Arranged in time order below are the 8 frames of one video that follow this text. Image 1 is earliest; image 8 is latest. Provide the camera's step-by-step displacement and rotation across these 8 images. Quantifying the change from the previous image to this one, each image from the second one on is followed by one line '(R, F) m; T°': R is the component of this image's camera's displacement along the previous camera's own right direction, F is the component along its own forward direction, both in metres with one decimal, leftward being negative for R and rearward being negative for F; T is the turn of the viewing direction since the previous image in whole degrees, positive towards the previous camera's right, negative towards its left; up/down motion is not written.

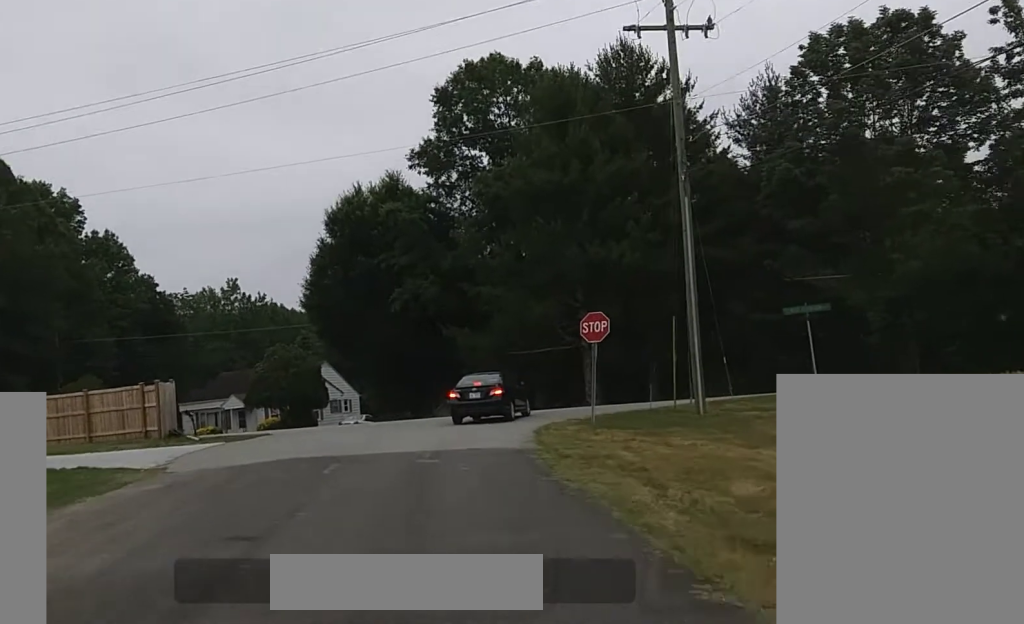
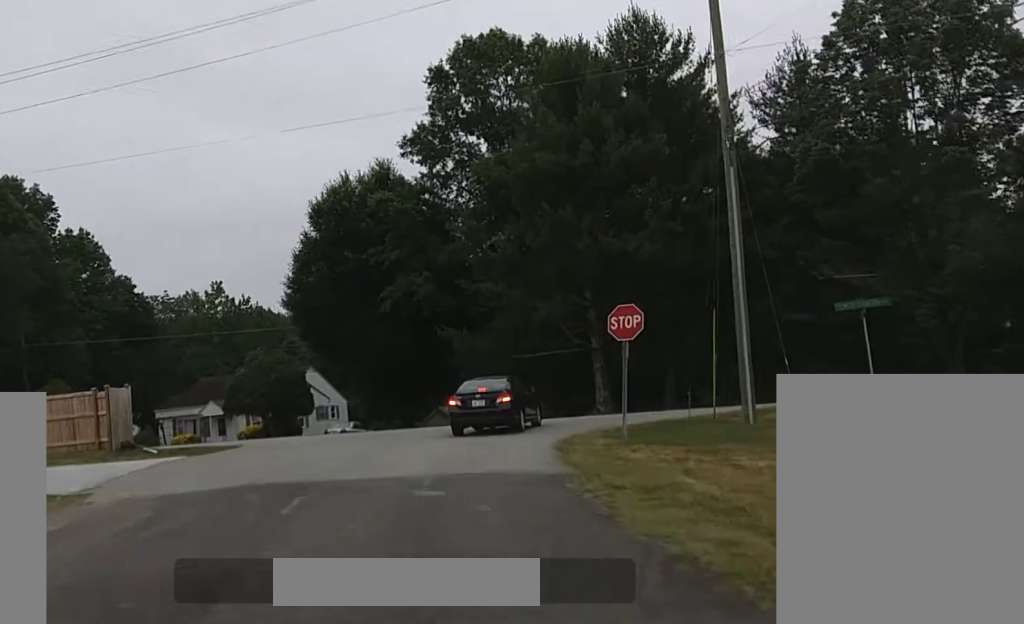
(+0.2, +3.8) m; +4°
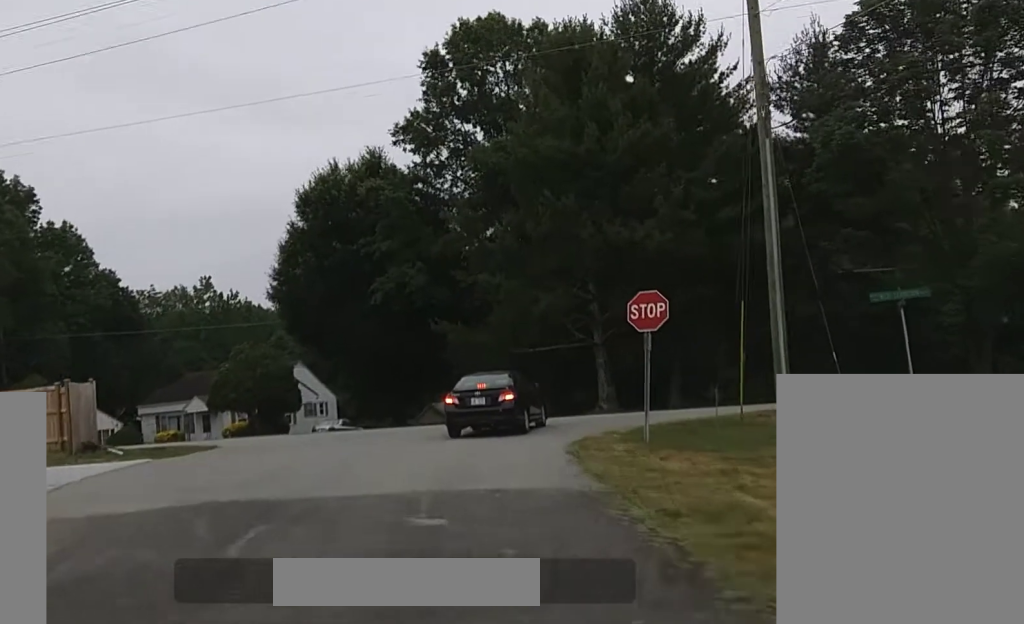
(0.0, +2.5) m; 0°
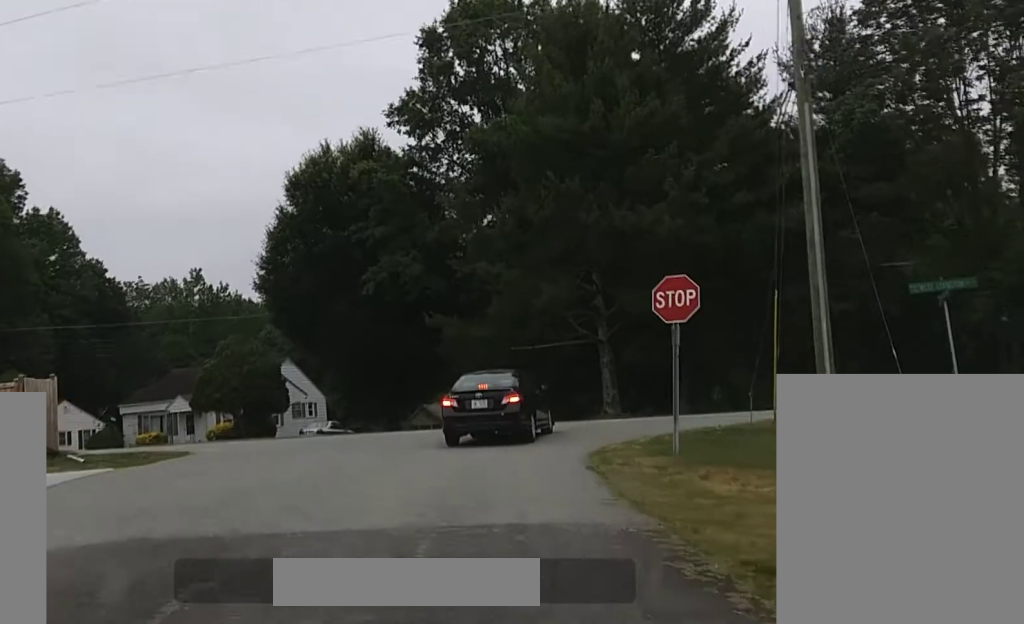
(0.0, +2.1) m; 0°
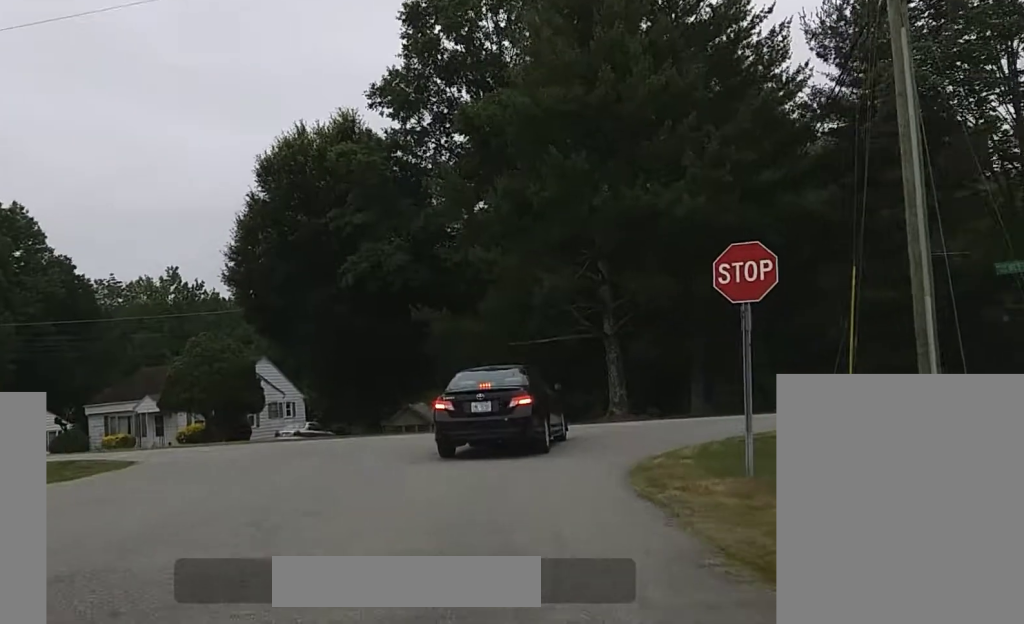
(0.0, +3.3) m; 0°
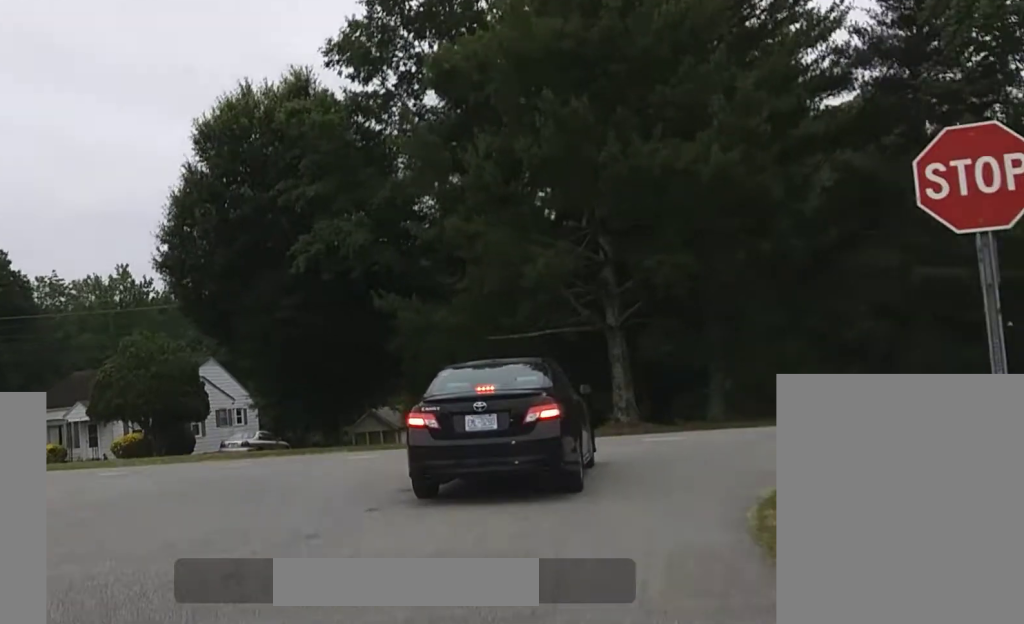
(0.0, +5.6) m; 0°
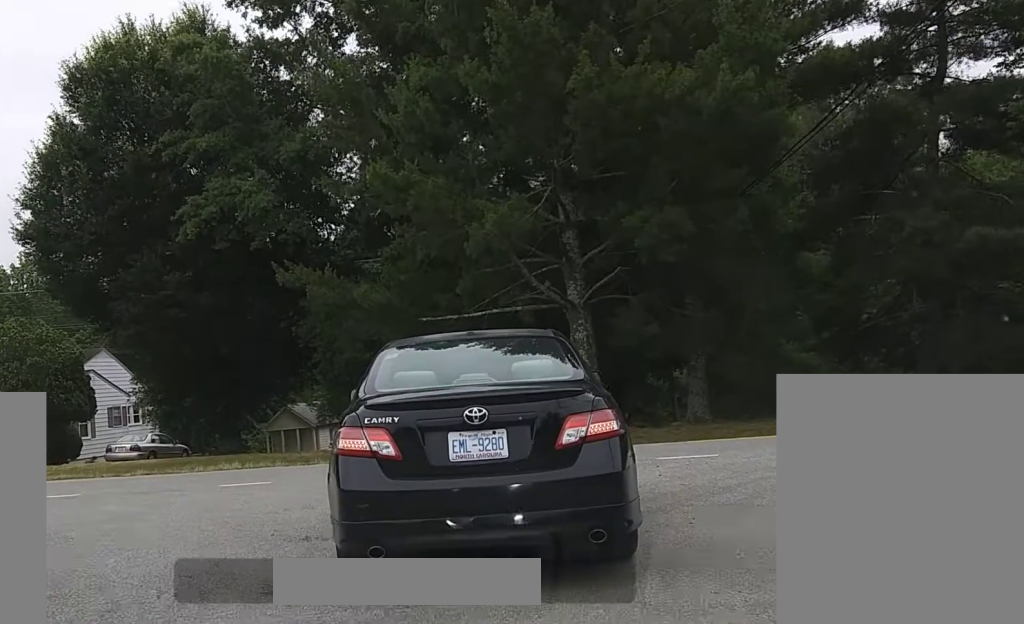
(0.0, +7.8) m; 0°
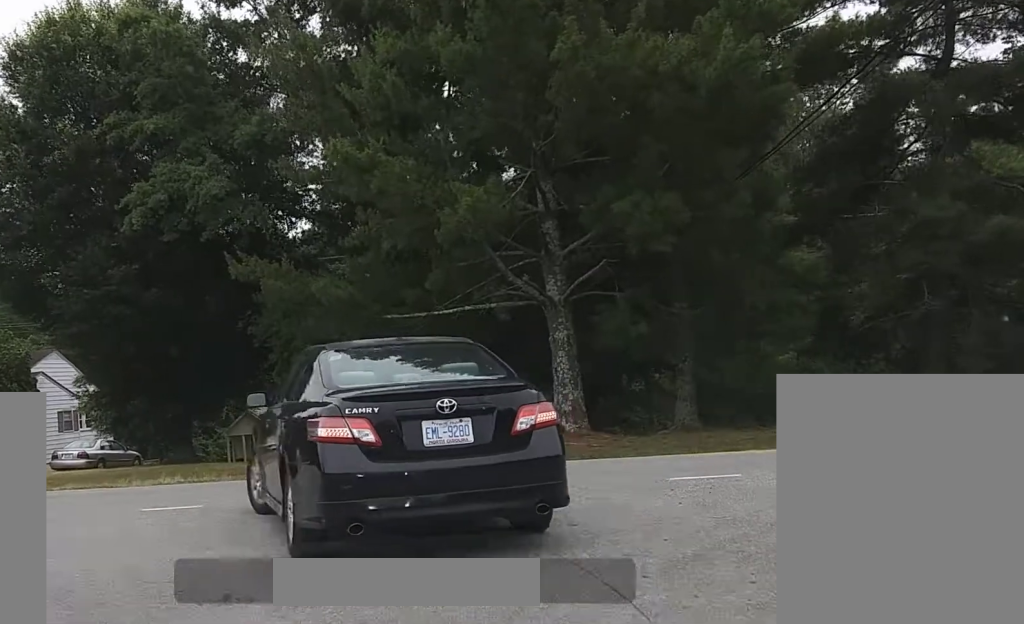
(0.0, +2.4) m; 0°
